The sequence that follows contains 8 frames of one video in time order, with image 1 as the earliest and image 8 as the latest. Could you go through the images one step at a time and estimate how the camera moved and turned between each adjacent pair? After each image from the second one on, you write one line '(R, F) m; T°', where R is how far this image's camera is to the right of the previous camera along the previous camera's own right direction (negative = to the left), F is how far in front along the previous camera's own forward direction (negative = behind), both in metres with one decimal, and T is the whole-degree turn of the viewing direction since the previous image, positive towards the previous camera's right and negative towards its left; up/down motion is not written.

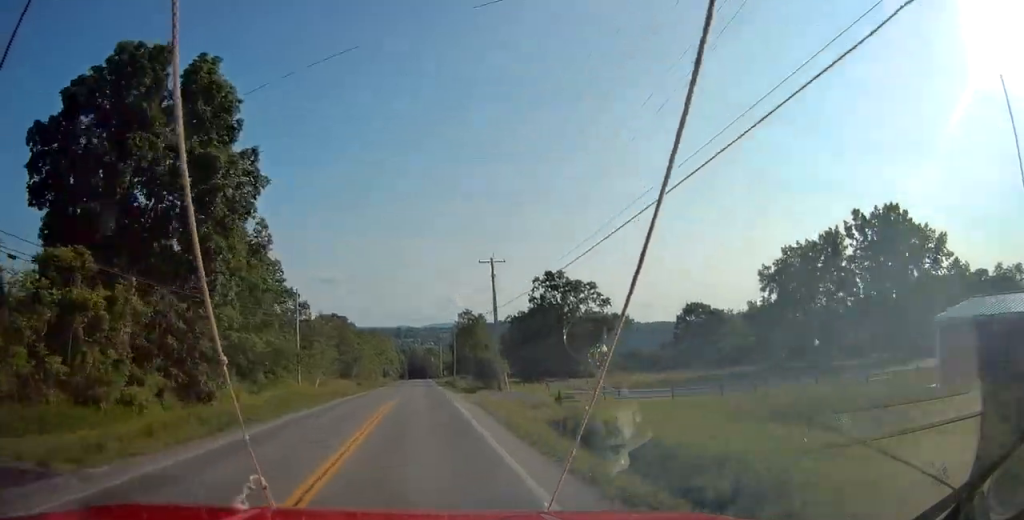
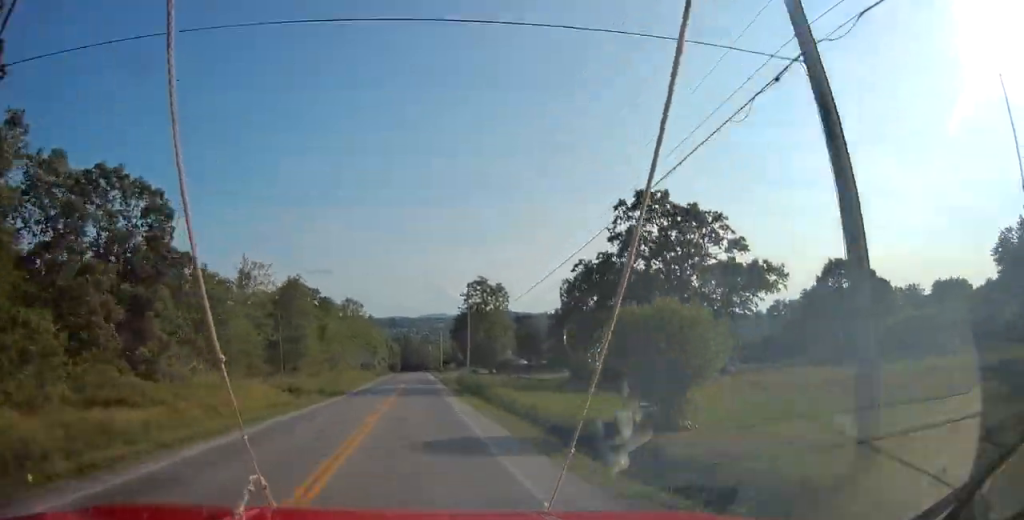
(+0.4, +45.1) m; 0°
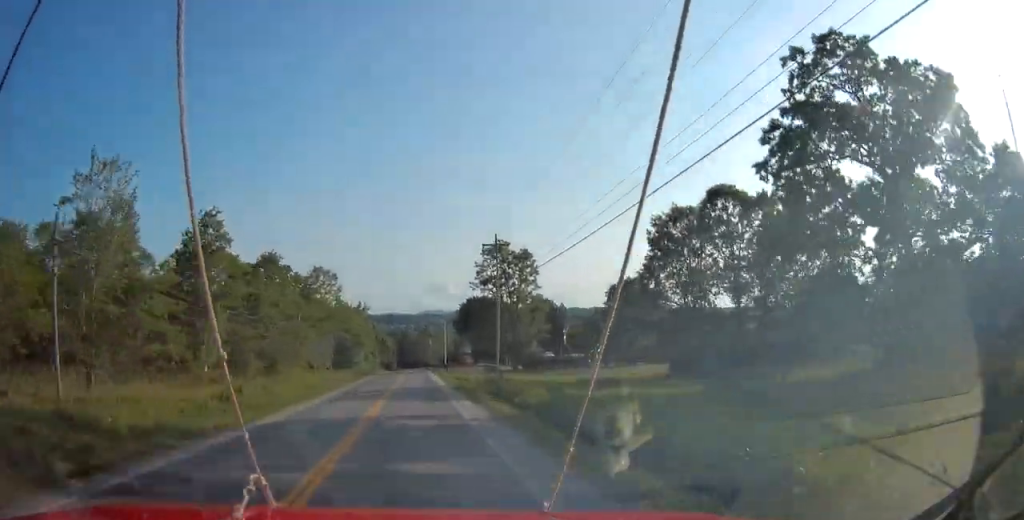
(-0.3, +30.1) m; 0°
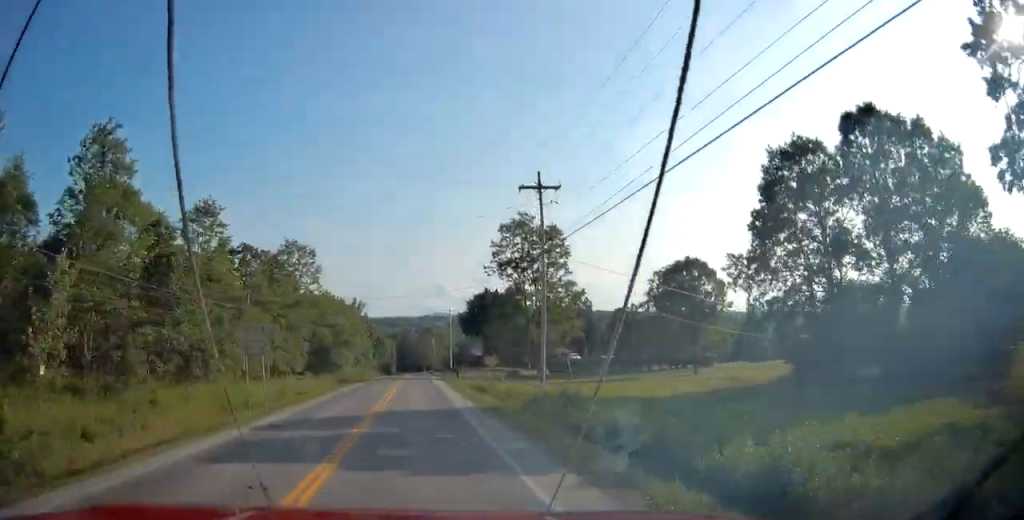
(+0.1, +17.1) m; 0°
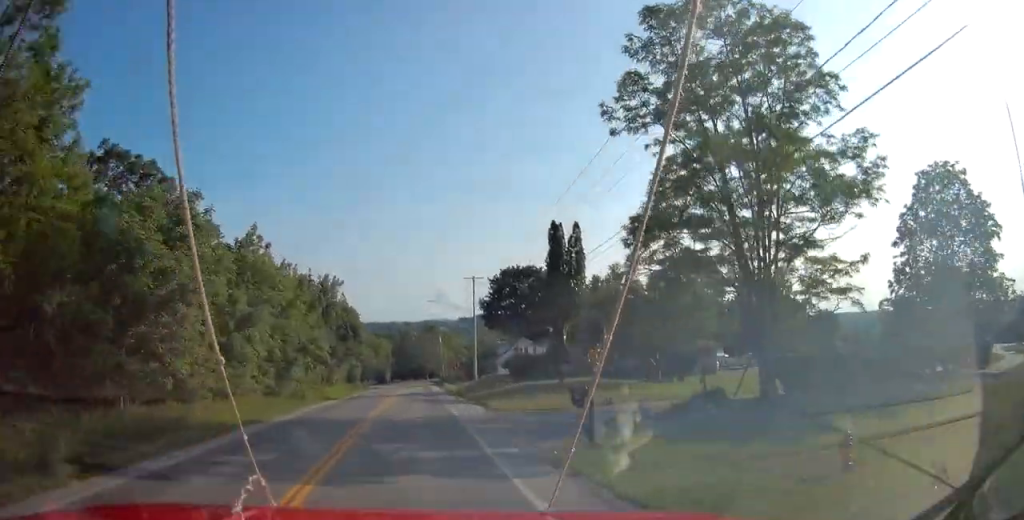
(+0.4, +48.5) m; 0°
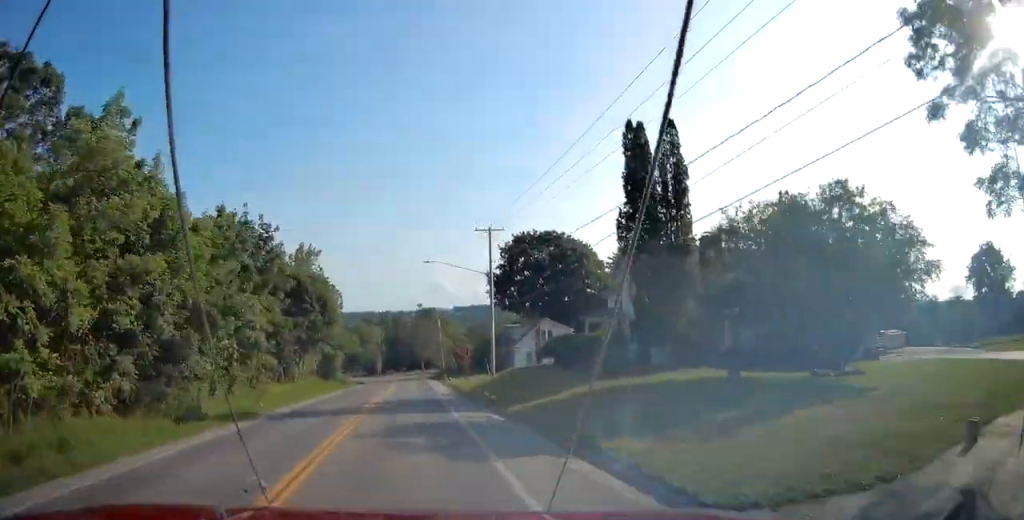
(-0.1, +19.4) m; 0°
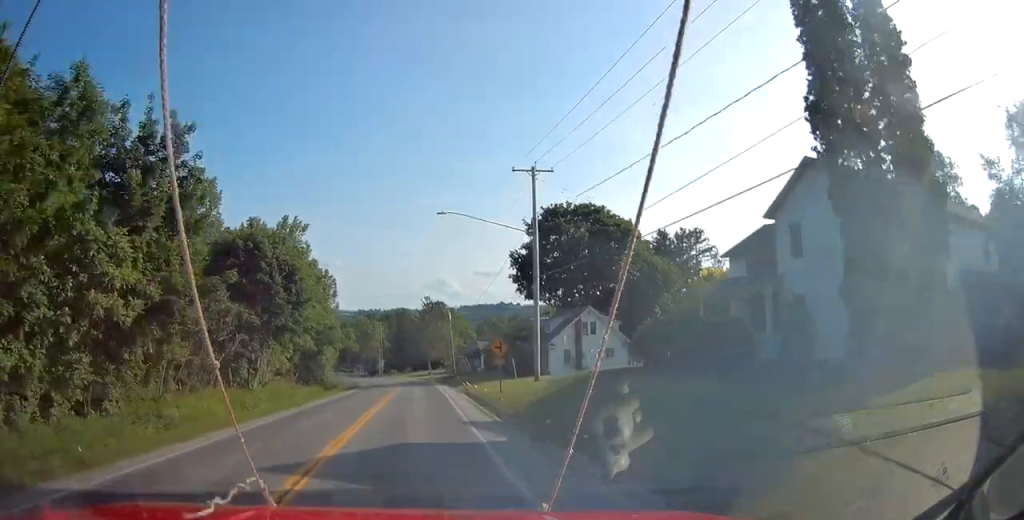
(-0.2, +15.6) m; 0°
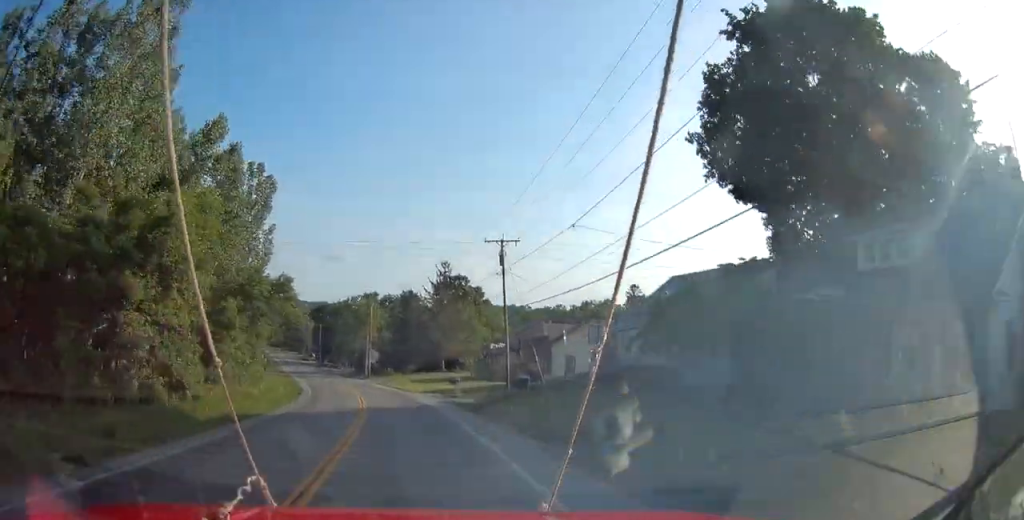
(-0.1, +48.6) m; -2°
